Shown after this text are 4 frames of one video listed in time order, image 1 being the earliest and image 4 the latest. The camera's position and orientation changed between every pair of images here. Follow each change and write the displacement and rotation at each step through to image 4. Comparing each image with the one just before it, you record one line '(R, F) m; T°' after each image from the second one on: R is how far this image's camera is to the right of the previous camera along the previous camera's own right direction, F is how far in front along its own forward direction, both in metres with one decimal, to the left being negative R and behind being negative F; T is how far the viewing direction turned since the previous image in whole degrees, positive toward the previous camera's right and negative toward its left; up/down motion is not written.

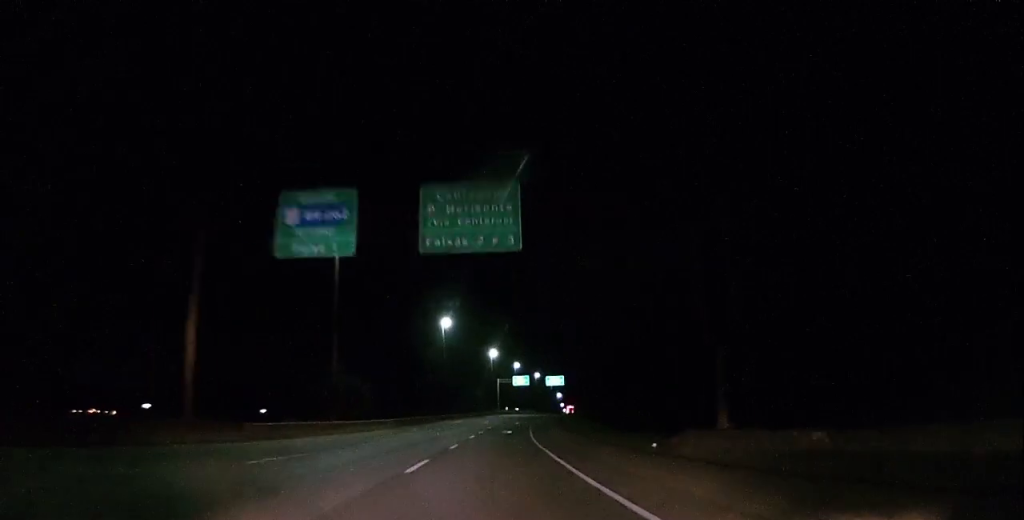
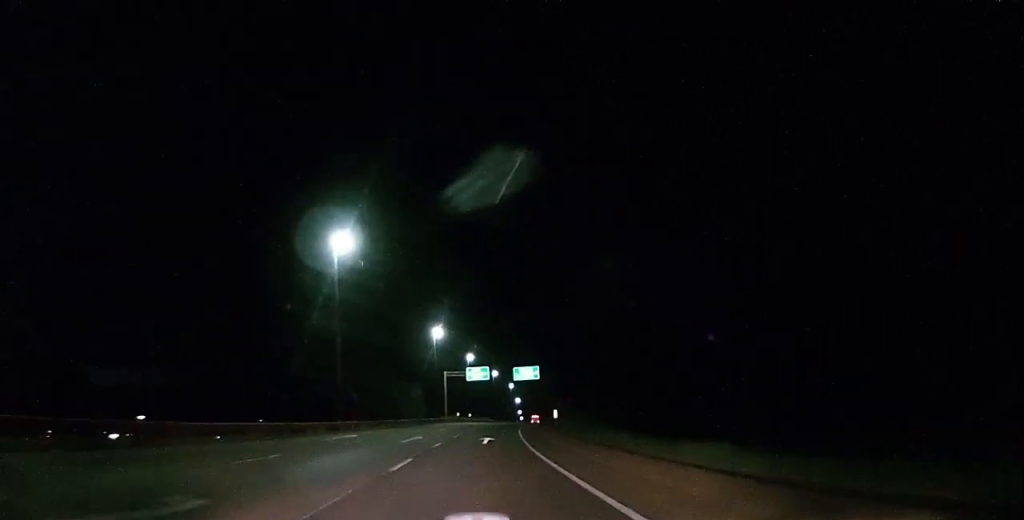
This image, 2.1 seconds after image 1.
(0.0, +48.6) m; +1°
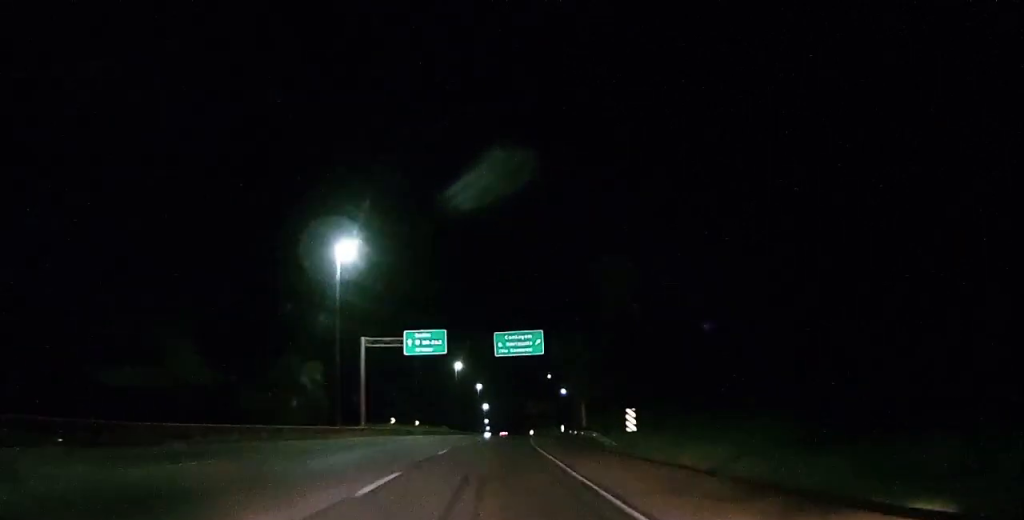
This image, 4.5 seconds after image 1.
(+2.9, +53.6) m; +4°
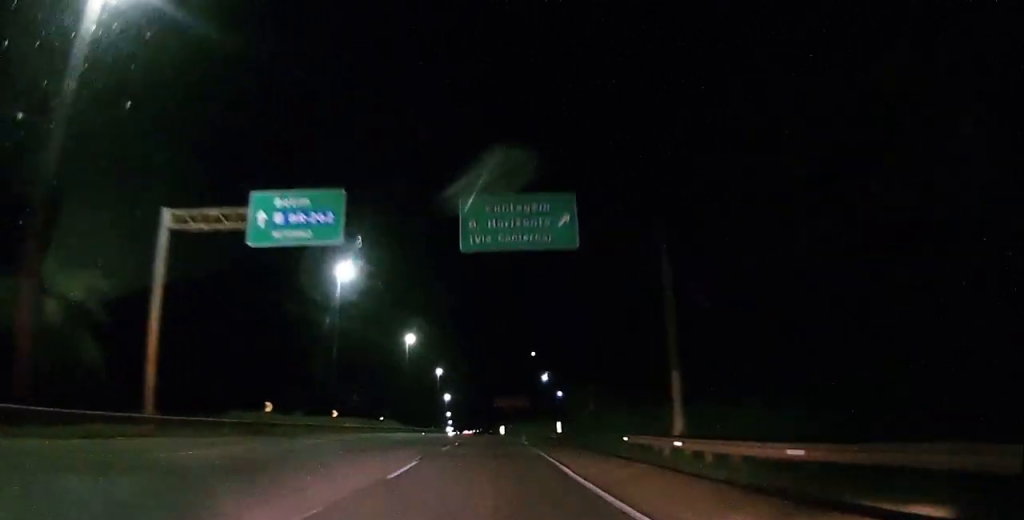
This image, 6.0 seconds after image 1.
(+0.4, +34.4) m; +1°
